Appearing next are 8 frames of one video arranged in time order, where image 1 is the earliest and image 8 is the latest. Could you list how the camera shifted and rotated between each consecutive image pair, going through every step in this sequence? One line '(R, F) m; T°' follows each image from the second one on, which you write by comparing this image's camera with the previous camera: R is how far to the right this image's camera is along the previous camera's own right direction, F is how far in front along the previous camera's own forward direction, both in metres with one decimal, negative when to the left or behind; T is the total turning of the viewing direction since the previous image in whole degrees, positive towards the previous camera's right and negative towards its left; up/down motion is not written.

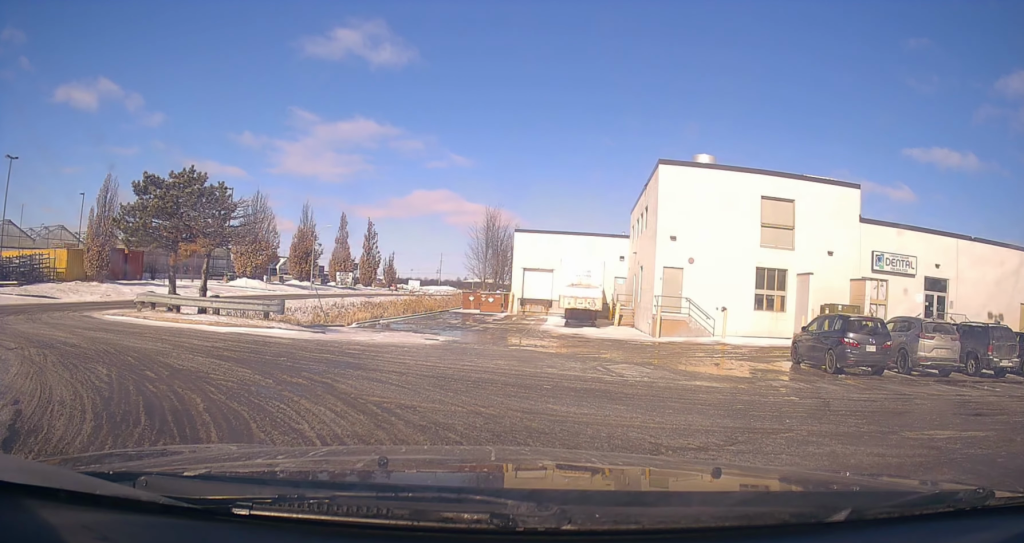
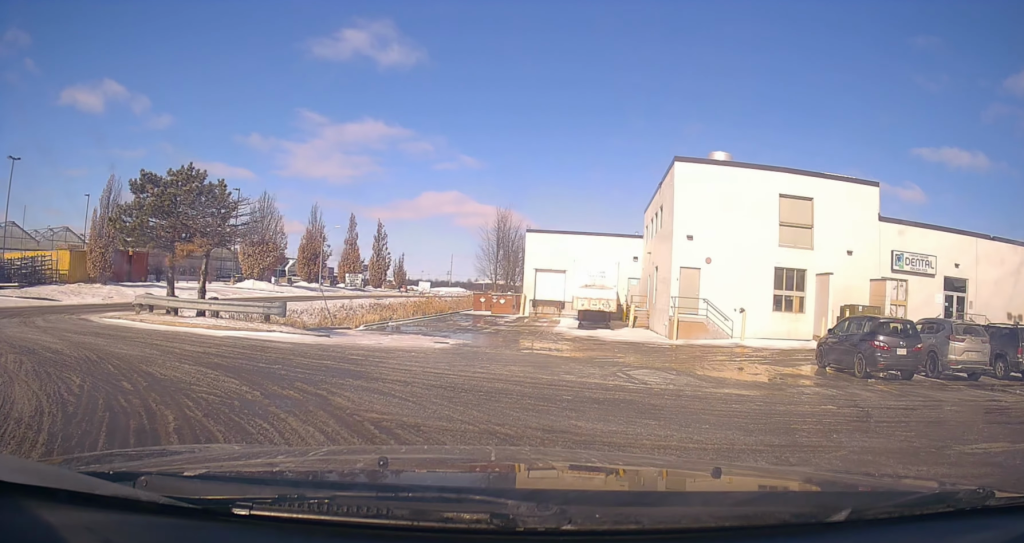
(-0.2, +0.7) m; 0°
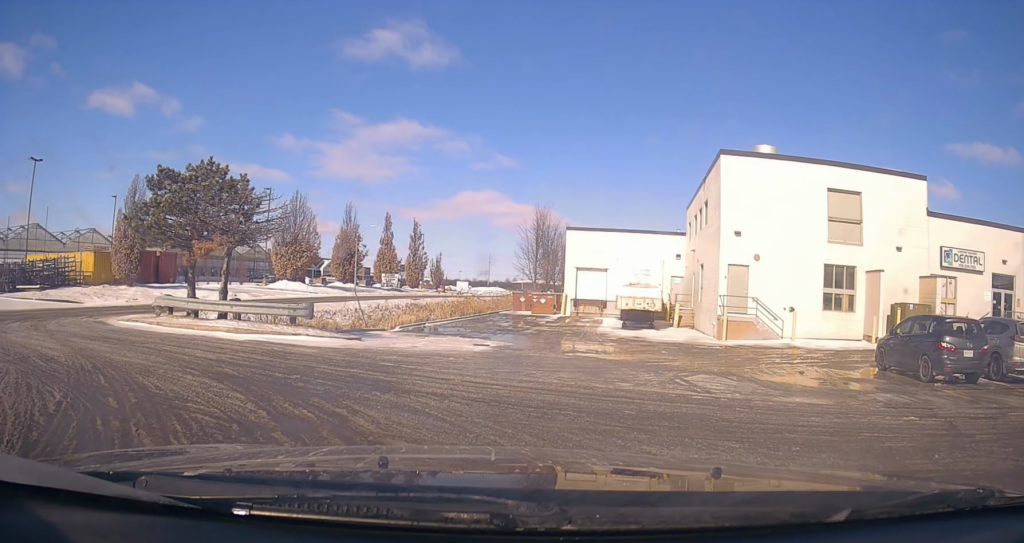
(-0.5, +0.8) m; -6°
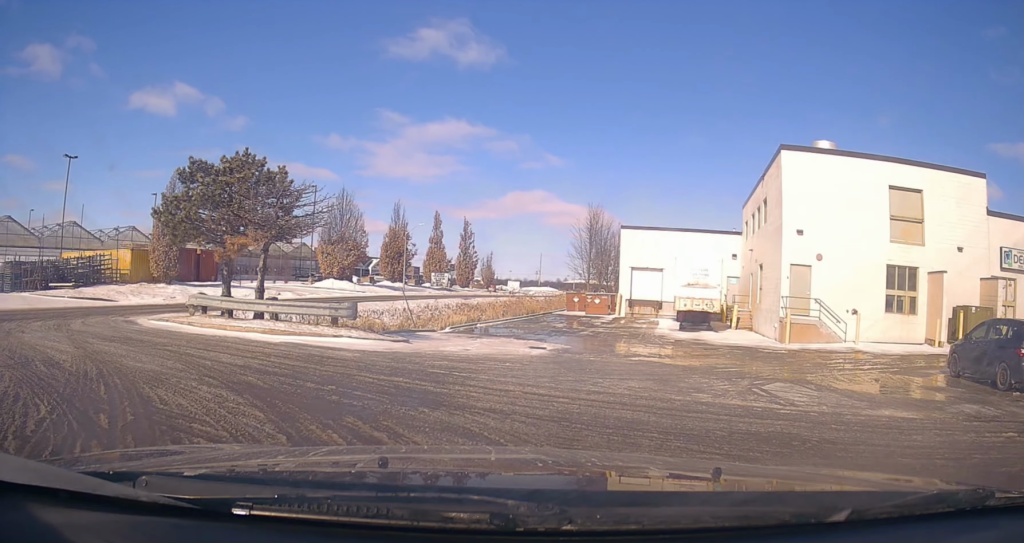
(-0.5, +0.9) m; -9°
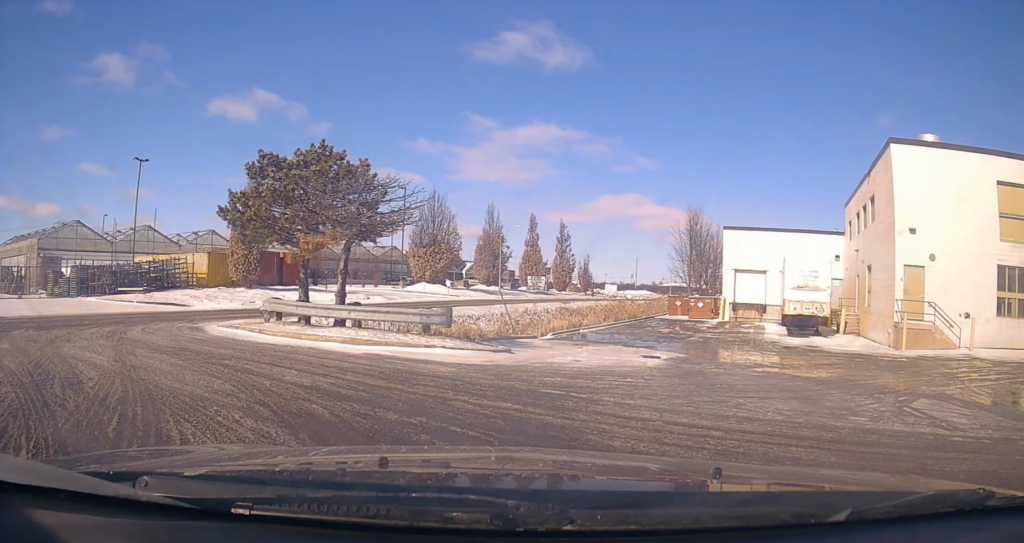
(+0.4, +1.7) m; -7°
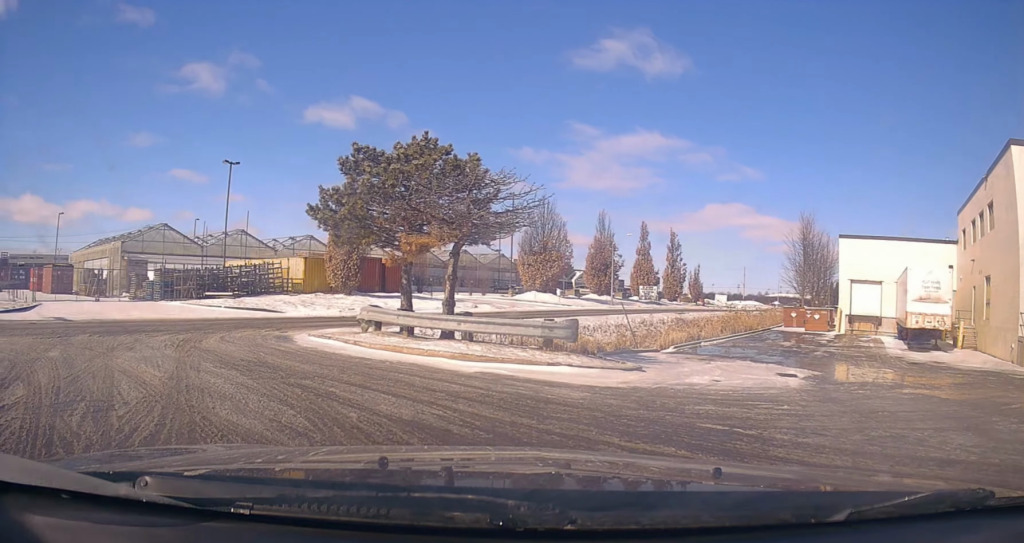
(-0.2, +1.6) m; -15°
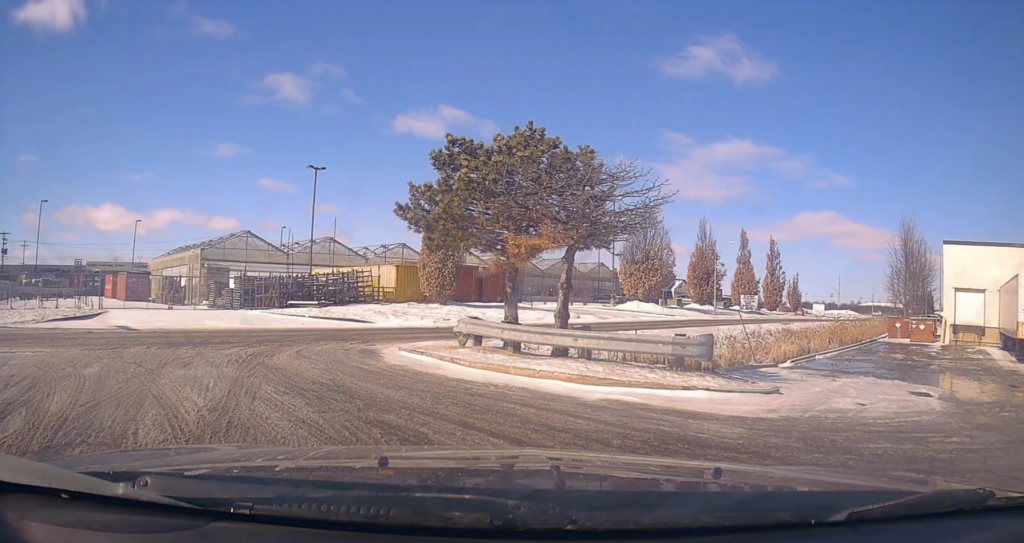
(-0.3, +1.7) m; -20°
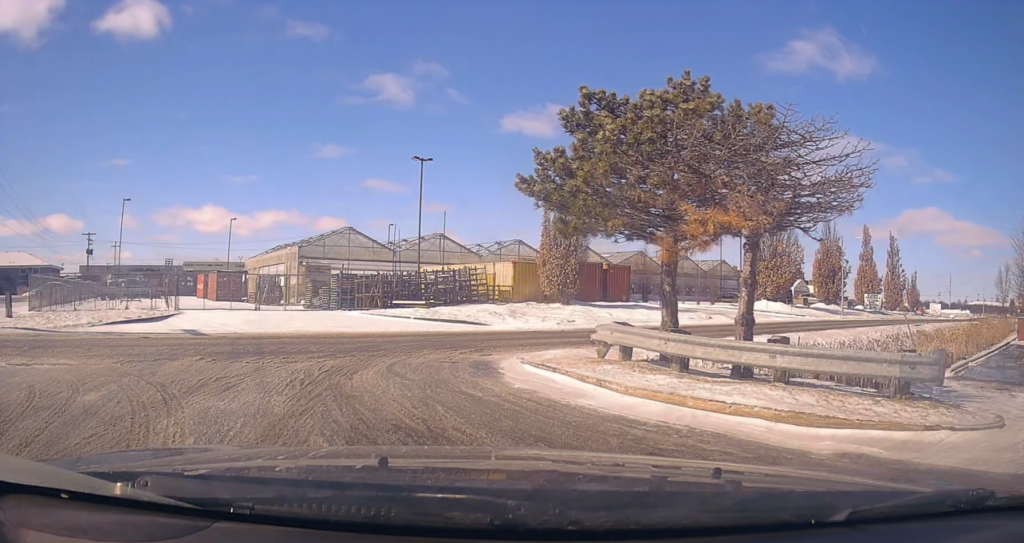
(-0.5, +3.1) m; -4°
